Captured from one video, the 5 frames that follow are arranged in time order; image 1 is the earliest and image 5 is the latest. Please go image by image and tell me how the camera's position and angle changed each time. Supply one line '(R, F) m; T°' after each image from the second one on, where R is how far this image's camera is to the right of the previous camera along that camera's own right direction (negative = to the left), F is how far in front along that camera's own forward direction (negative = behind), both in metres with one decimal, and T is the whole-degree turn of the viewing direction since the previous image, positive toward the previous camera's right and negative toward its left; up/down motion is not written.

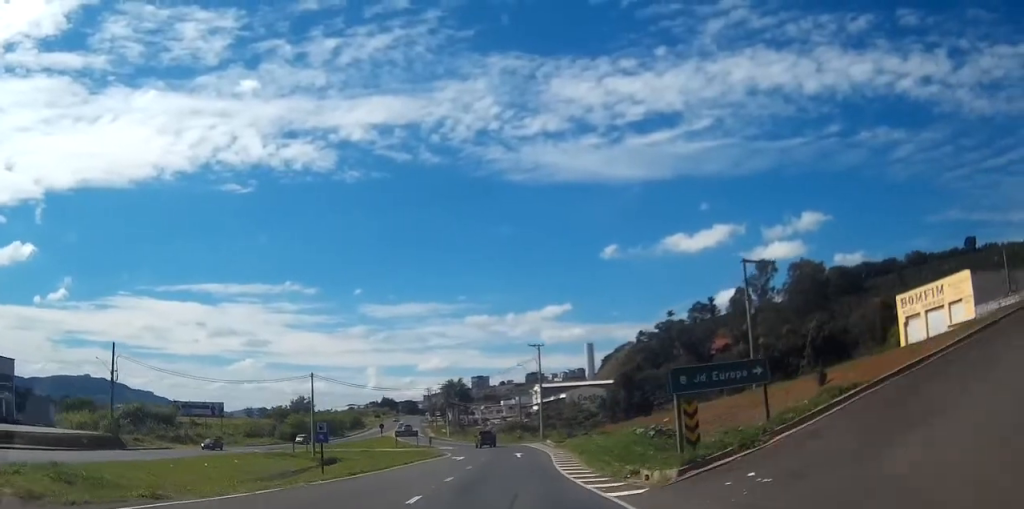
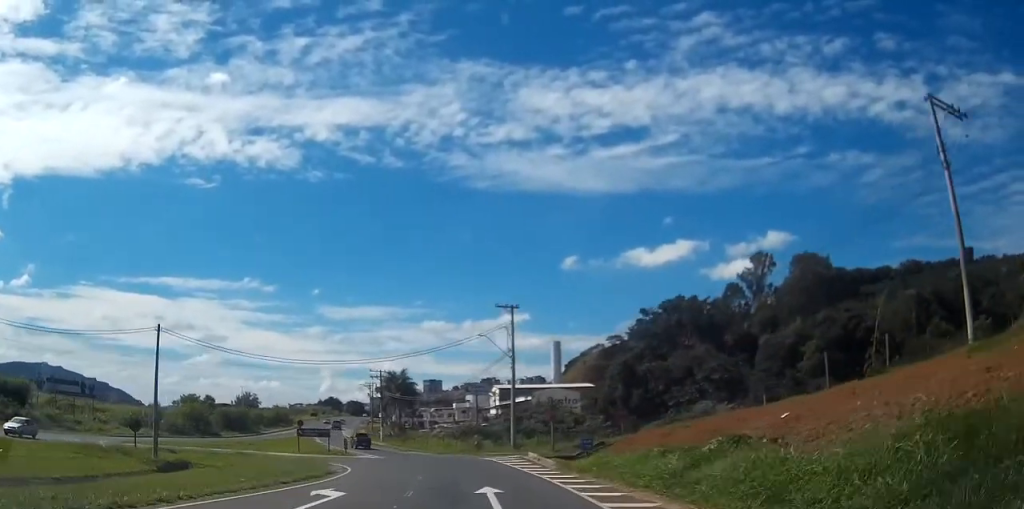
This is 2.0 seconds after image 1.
(+1.5, +30.1) m; +4°
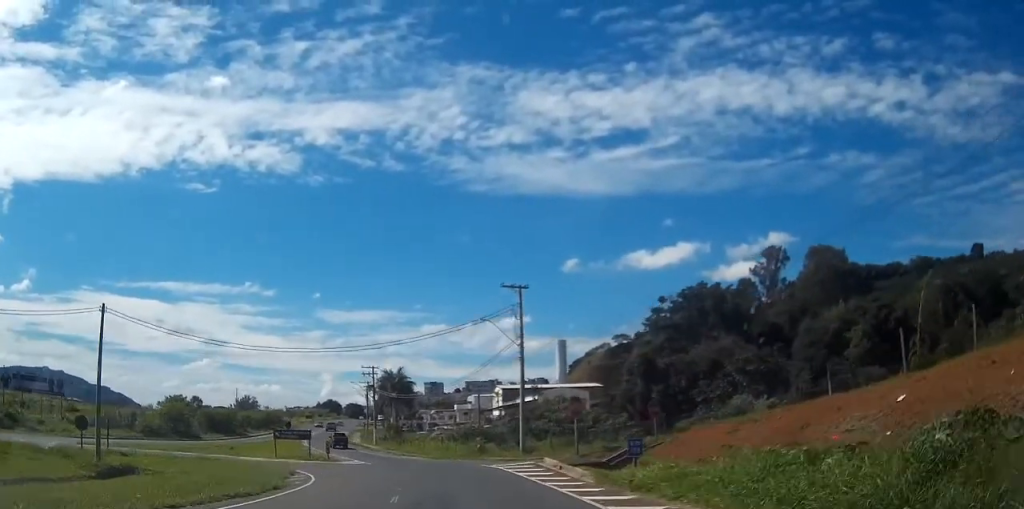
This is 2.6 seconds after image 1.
(0.0, +8.6) m; -1°
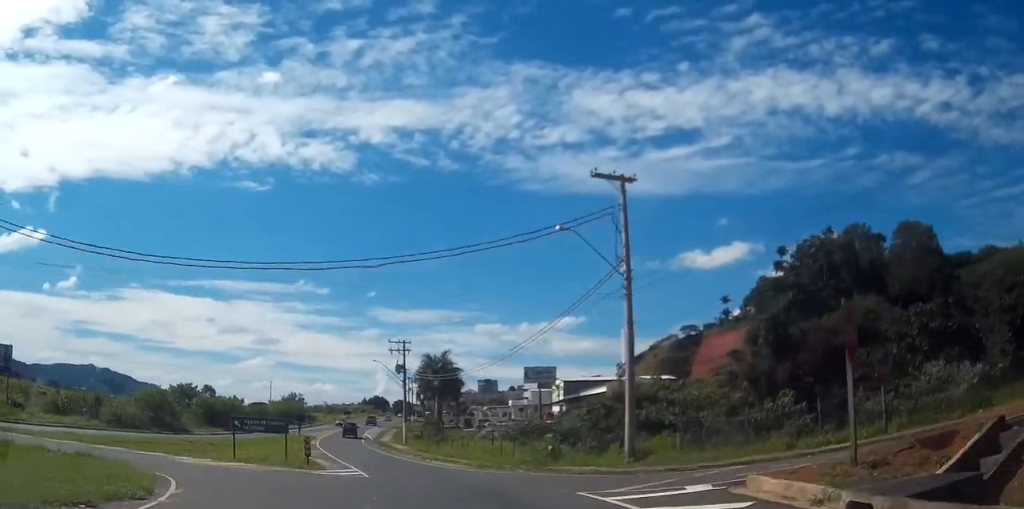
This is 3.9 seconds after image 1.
(-0.7, +20.9) m; -3°
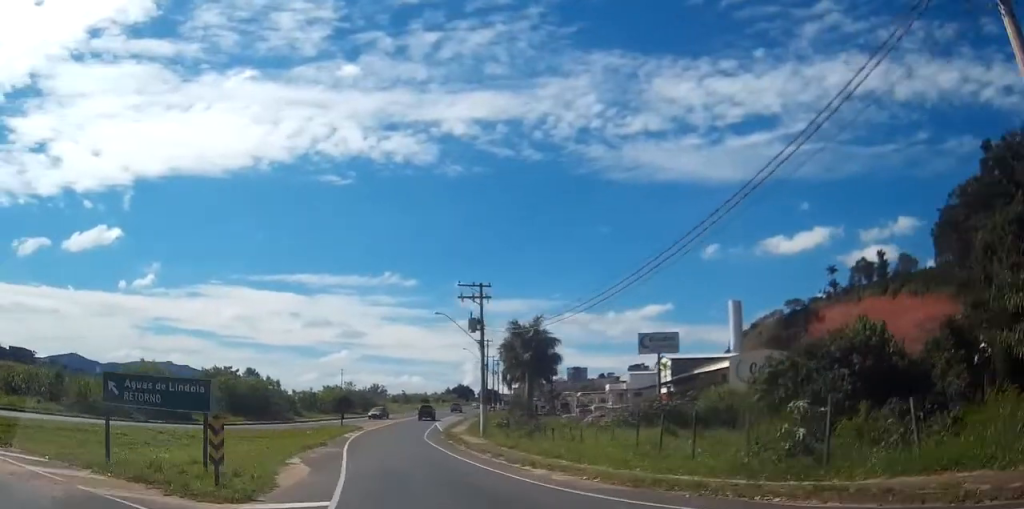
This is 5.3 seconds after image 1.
(-0.5, +20.9) m; -5°
